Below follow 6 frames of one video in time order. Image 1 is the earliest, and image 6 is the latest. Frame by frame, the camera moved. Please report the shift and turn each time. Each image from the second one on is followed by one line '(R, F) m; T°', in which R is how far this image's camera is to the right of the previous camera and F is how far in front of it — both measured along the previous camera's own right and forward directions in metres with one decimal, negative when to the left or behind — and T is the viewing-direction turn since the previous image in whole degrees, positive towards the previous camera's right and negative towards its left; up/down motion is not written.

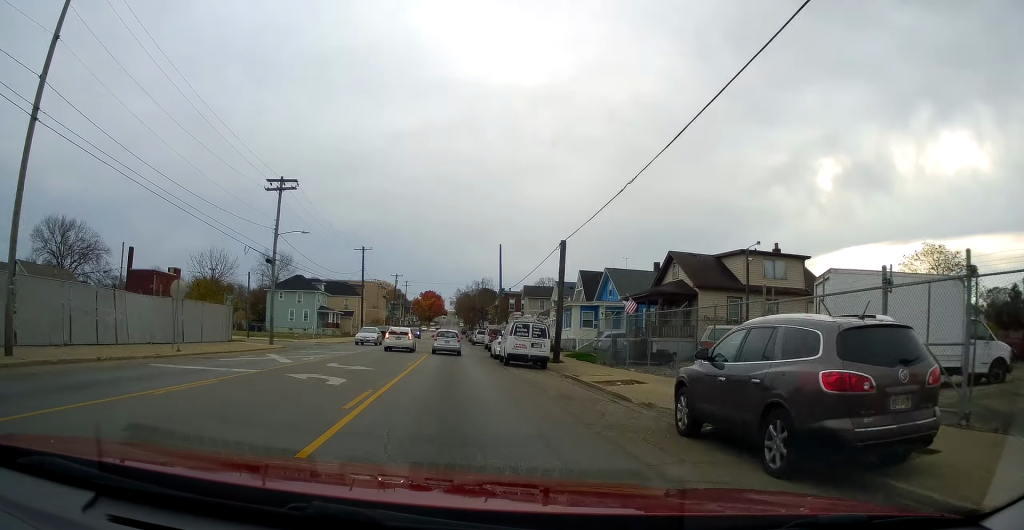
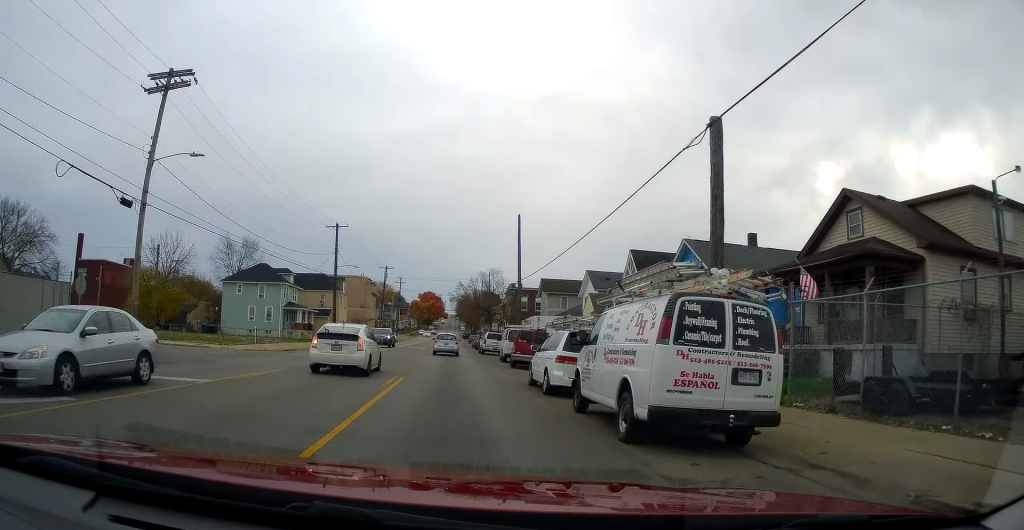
(0.0, +18.4) m; 0°
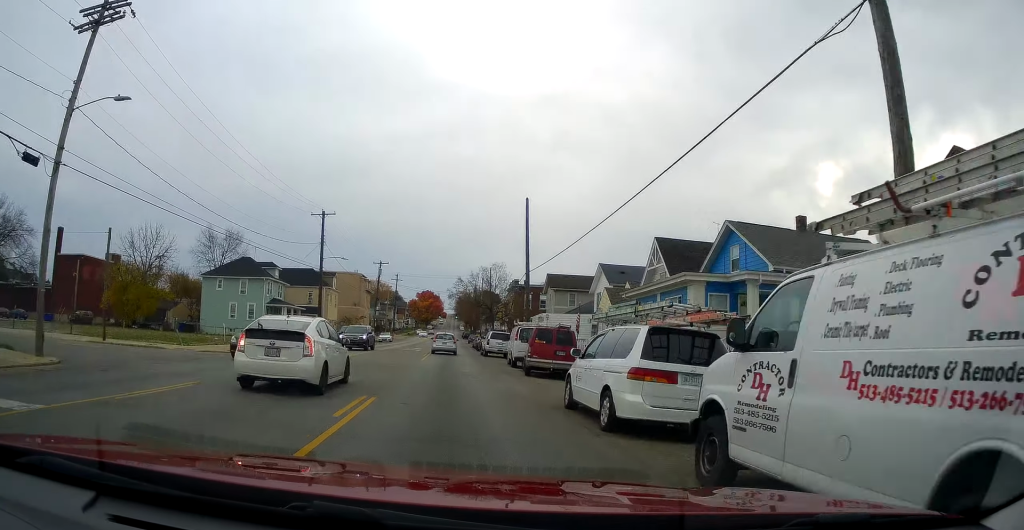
(0.0, +6.1) m; 0°
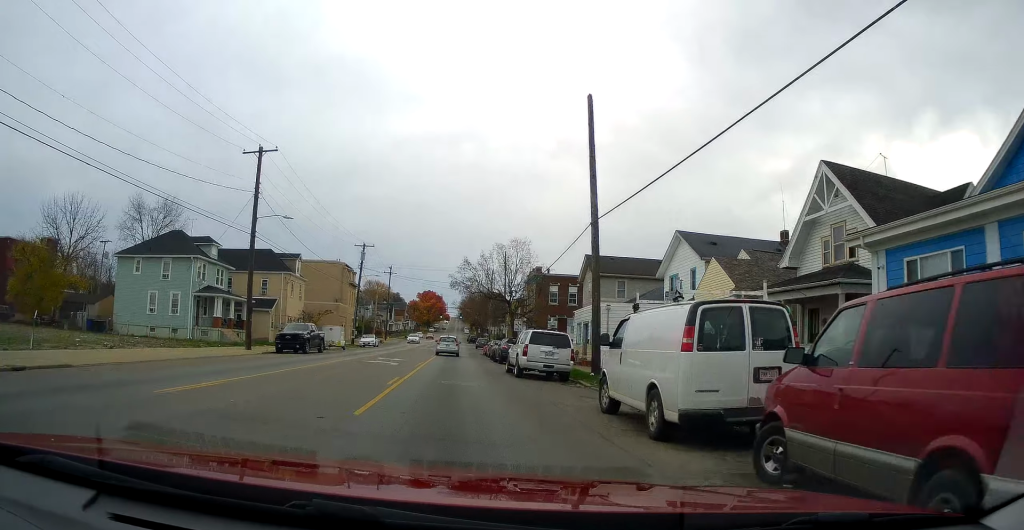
(-0.1, +19.7) m; 0°
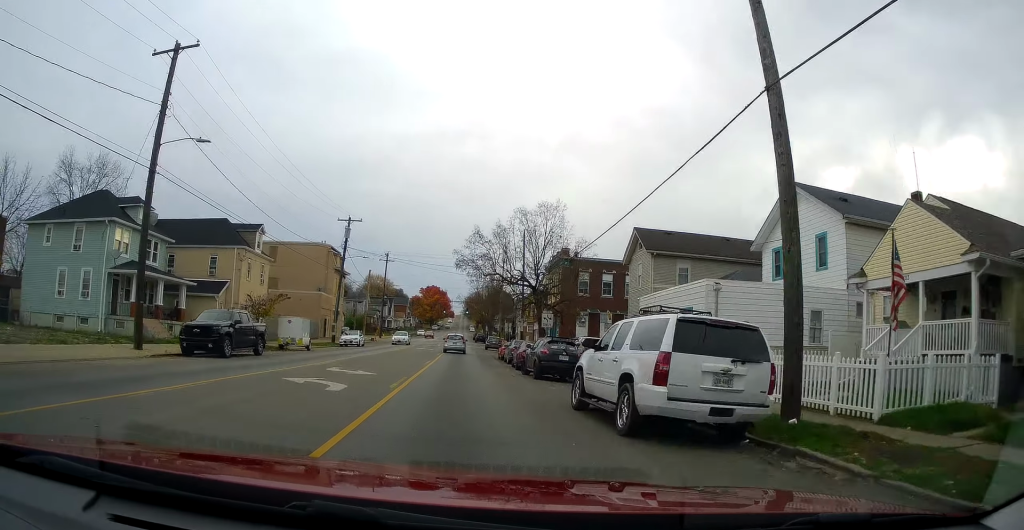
(0.0, +13.7) m; 0°
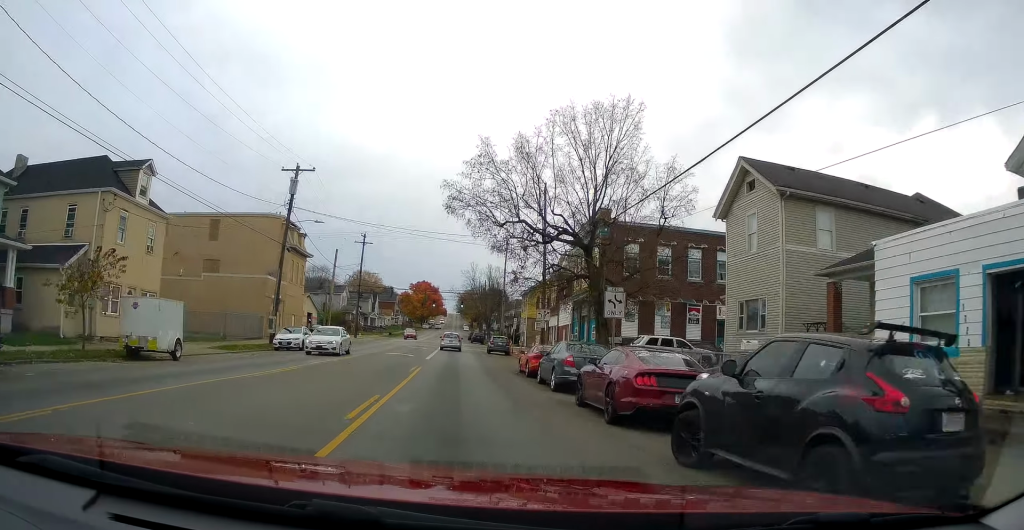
(0.0, +17.5) m; 0°
